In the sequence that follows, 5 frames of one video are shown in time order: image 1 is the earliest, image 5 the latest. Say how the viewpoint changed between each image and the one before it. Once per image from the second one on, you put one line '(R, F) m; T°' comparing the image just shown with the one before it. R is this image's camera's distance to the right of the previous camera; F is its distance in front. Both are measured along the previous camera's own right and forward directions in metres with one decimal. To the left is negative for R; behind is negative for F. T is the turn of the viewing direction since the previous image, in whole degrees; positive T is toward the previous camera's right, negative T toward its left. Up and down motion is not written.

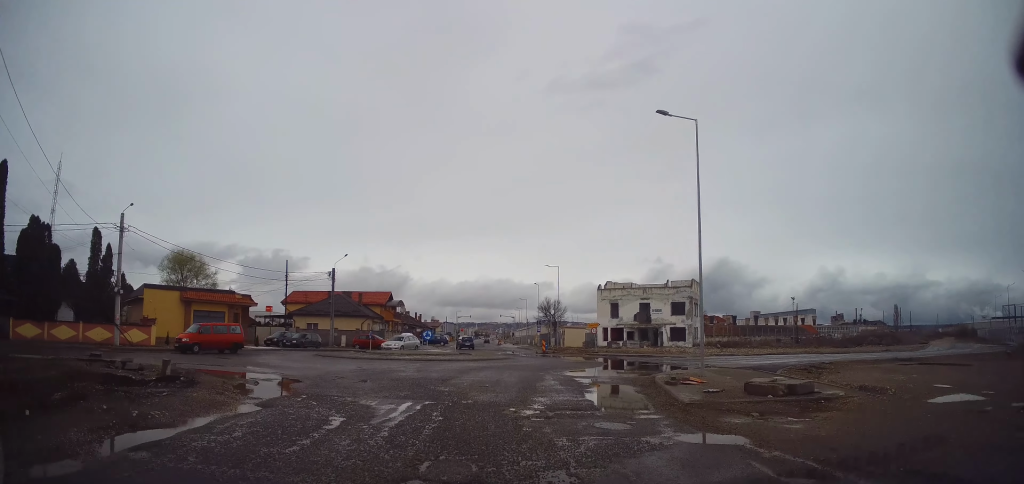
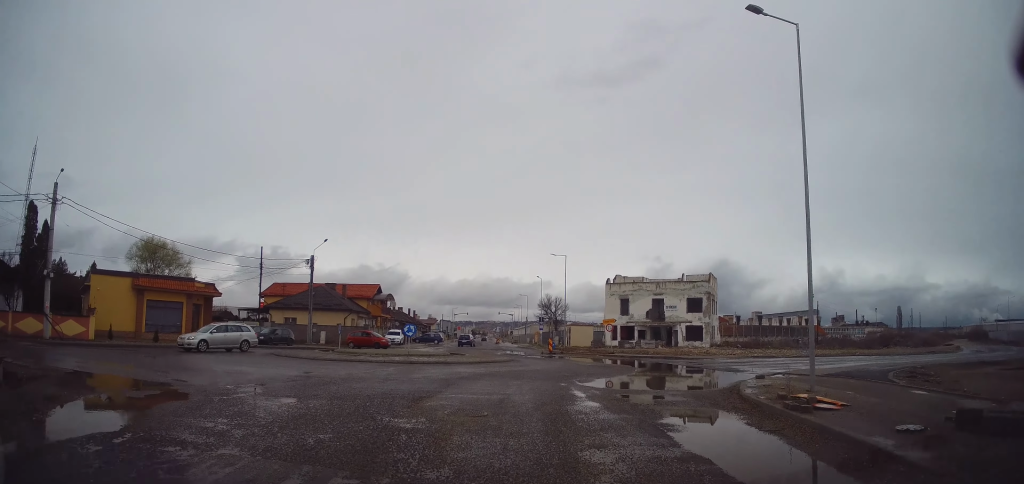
(-0.1, +7.8) m; -4°
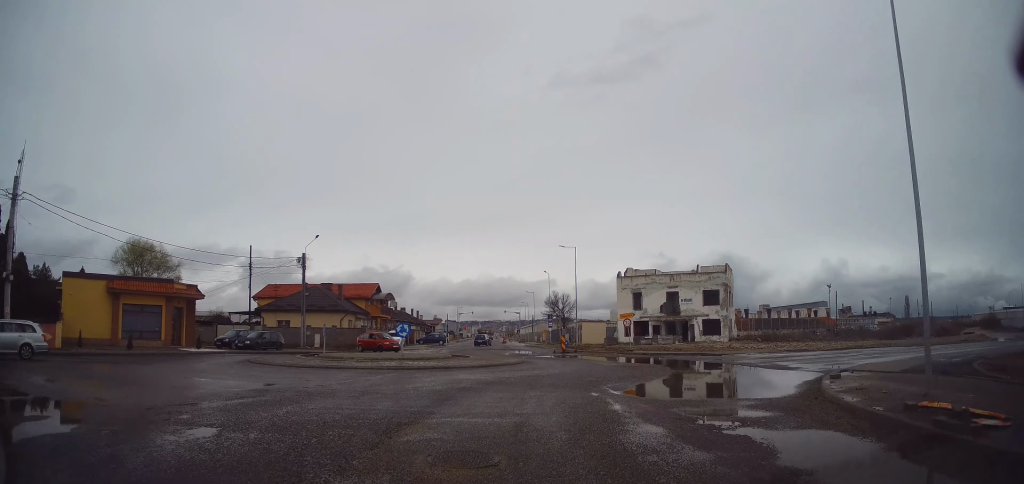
(0.0, +3.8) m; 0°
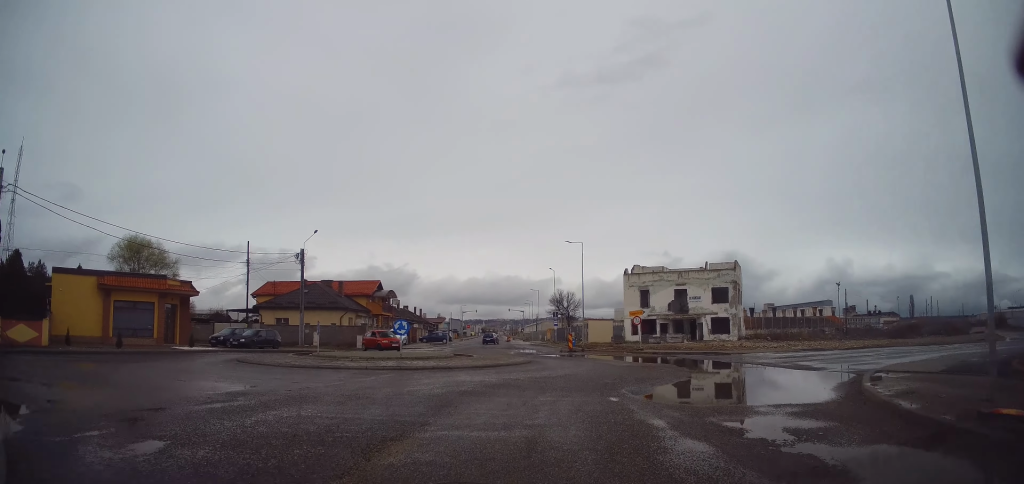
(0.0, +1.5) m; 0°
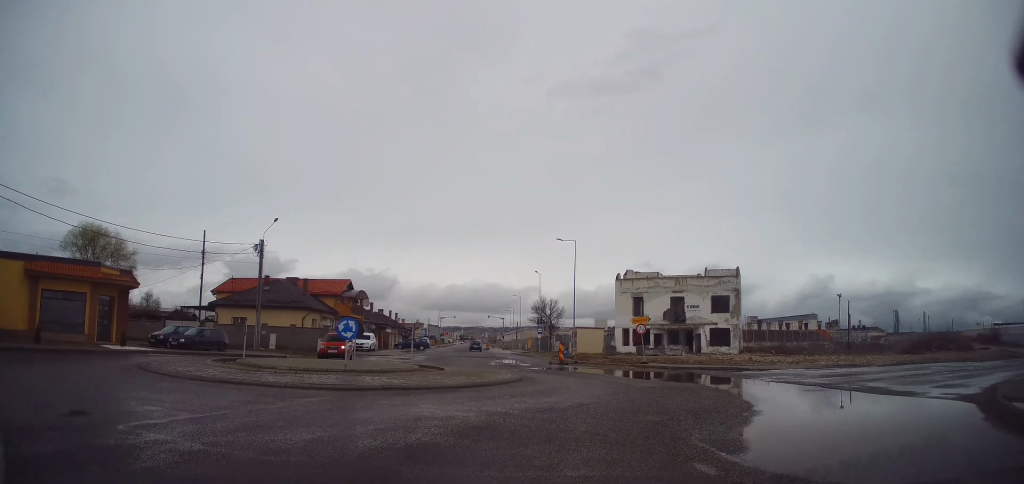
(+0.1, +5.1) m; +7°
